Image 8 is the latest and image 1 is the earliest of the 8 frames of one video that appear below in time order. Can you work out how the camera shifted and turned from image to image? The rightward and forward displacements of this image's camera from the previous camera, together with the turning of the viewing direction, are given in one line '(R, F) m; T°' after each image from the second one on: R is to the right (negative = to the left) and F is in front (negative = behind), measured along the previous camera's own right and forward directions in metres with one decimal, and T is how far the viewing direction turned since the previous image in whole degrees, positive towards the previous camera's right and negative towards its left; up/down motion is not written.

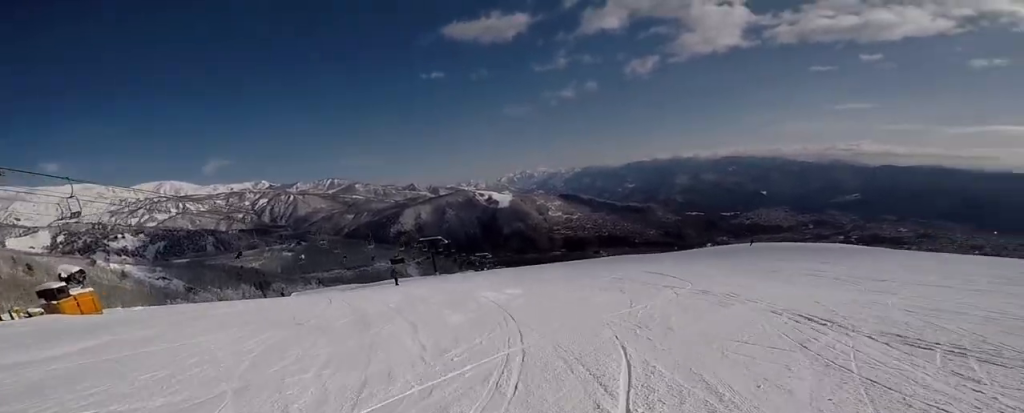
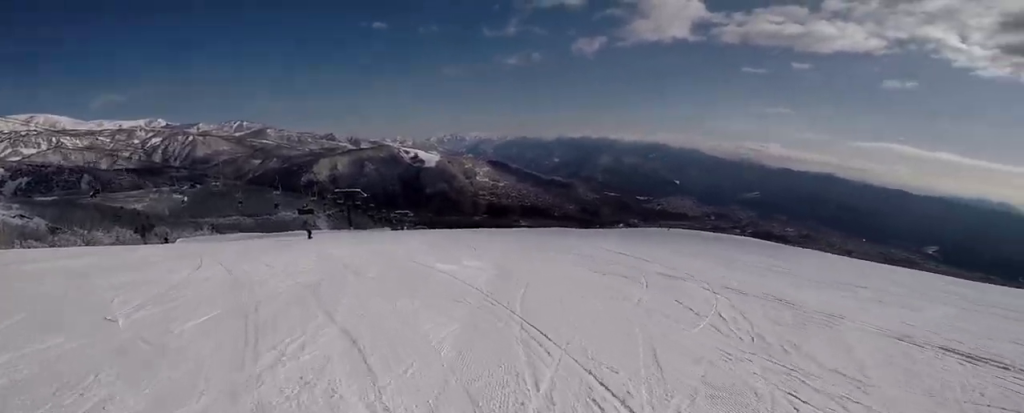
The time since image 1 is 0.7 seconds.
(-0.4, +4.0) m; +10°
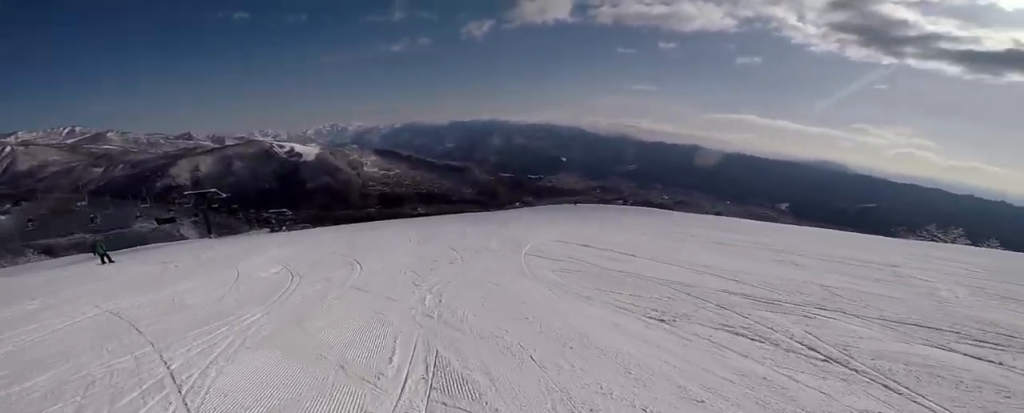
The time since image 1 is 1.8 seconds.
(+2.6, +6.5) m; +36°
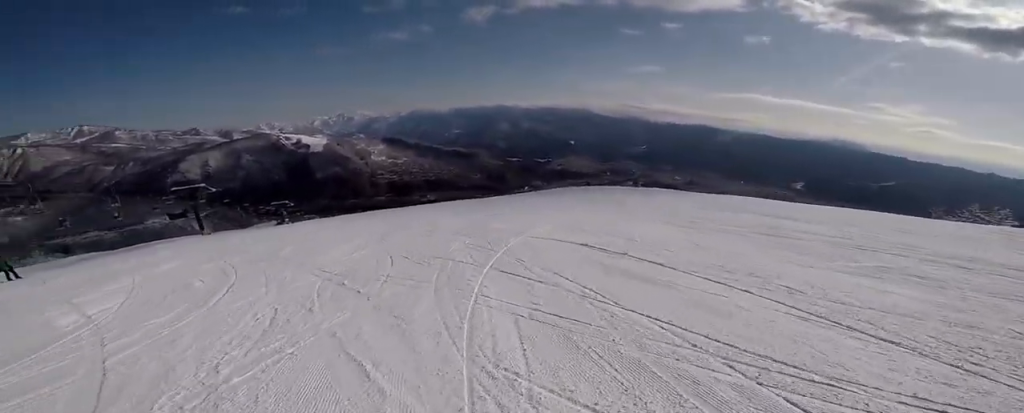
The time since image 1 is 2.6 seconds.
(+1.4, +4.7) m; +10°
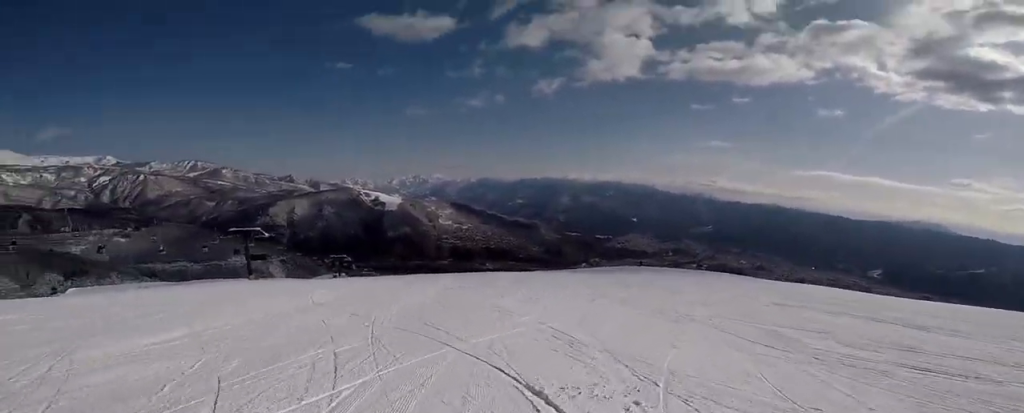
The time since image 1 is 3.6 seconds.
(-0.8, +6.1) m; +2°
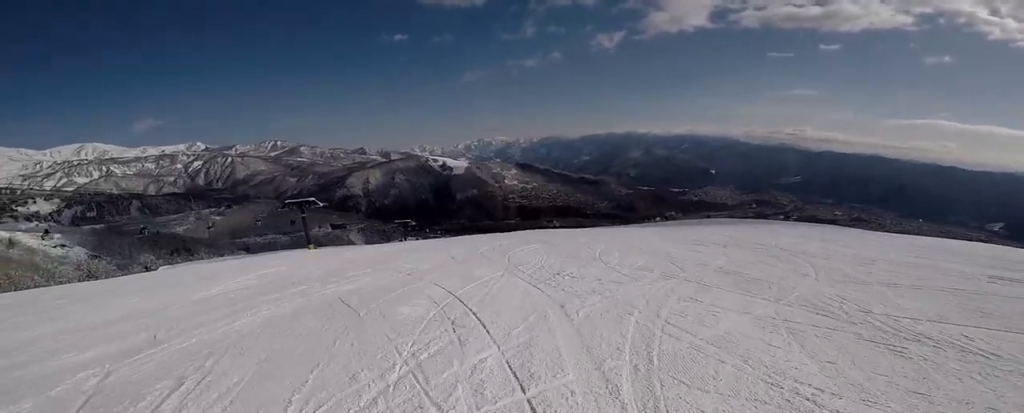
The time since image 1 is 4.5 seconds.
(+1.2, +6.1) m; -21°
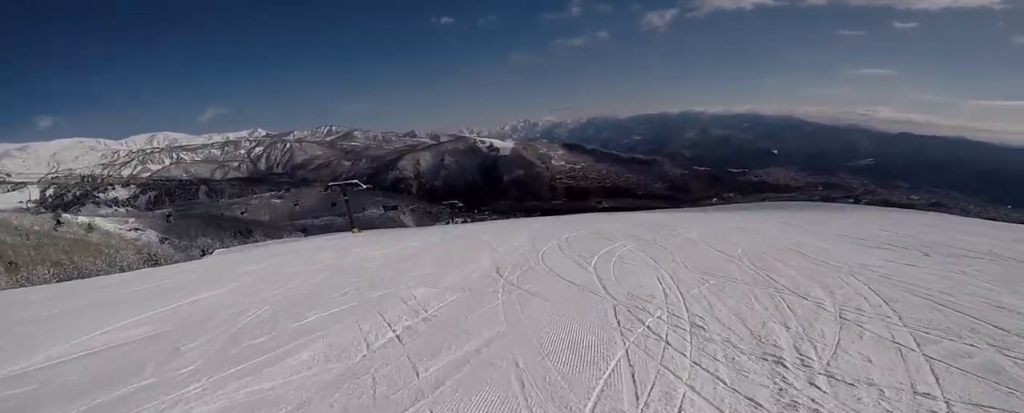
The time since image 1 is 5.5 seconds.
(-3.2, +5.4) m; -30°
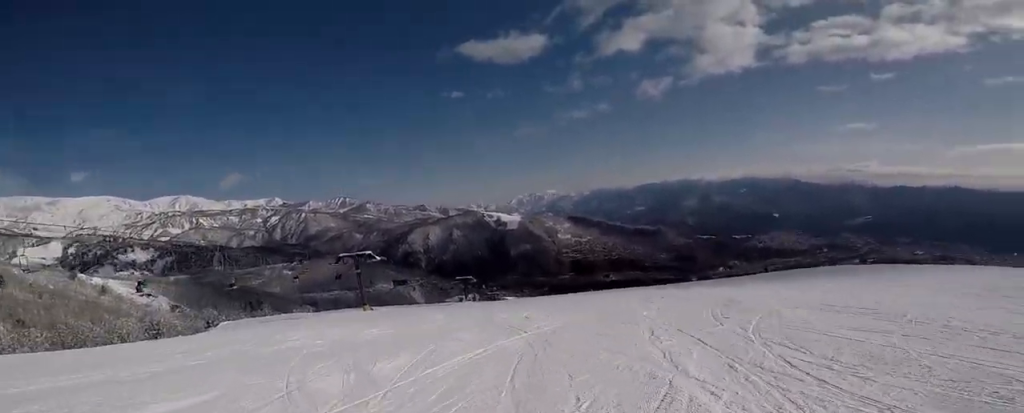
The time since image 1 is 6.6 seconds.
(-0.4, +7.1) m; -10°
